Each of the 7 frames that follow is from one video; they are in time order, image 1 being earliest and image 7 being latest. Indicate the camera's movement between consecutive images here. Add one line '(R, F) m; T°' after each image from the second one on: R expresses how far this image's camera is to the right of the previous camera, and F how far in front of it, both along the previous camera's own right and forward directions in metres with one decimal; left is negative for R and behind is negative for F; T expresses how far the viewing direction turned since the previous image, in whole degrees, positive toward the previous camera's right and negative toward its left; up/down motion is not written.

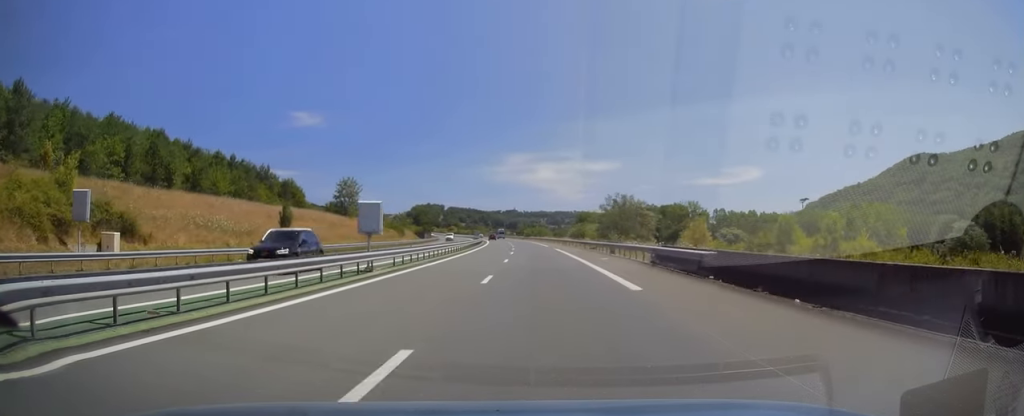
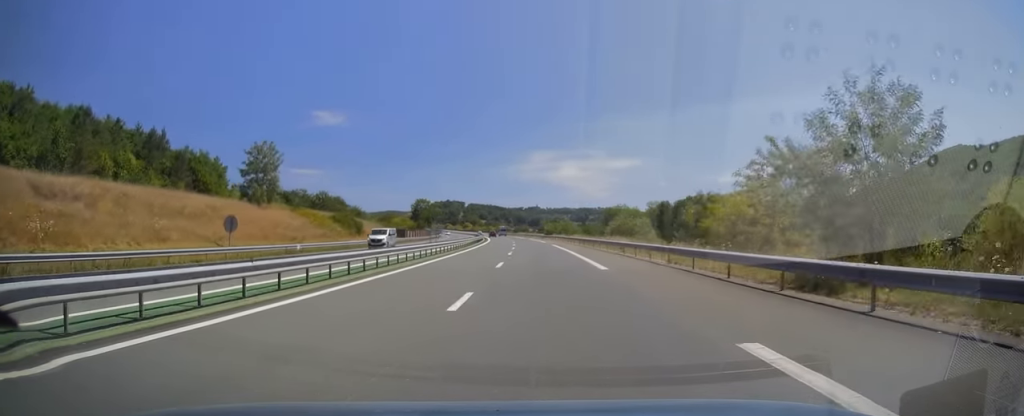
(-0.3, +45.4) m; -2°
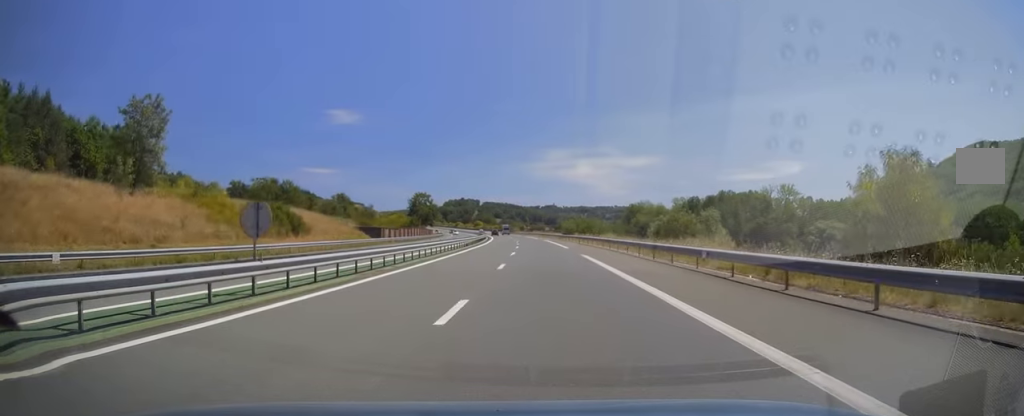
(-0.7, +27.8) m; -1°
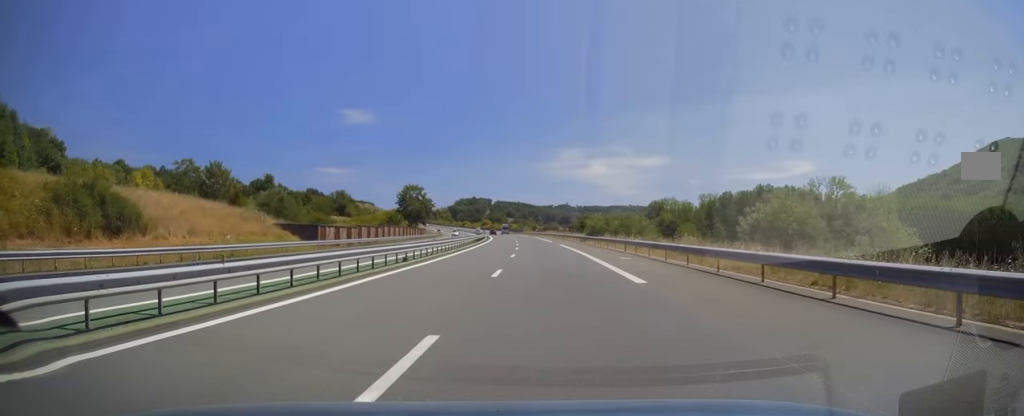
(-0.1, +30.5) m; -1°
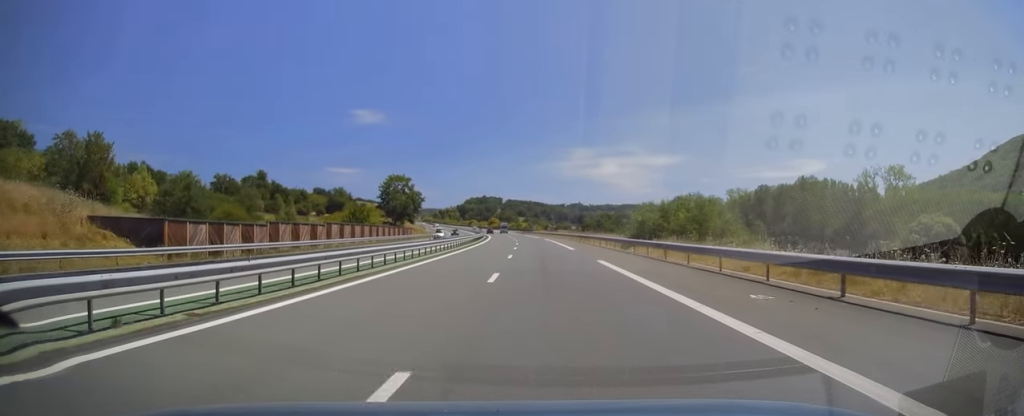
(-0.6, +28.4) m; -1°
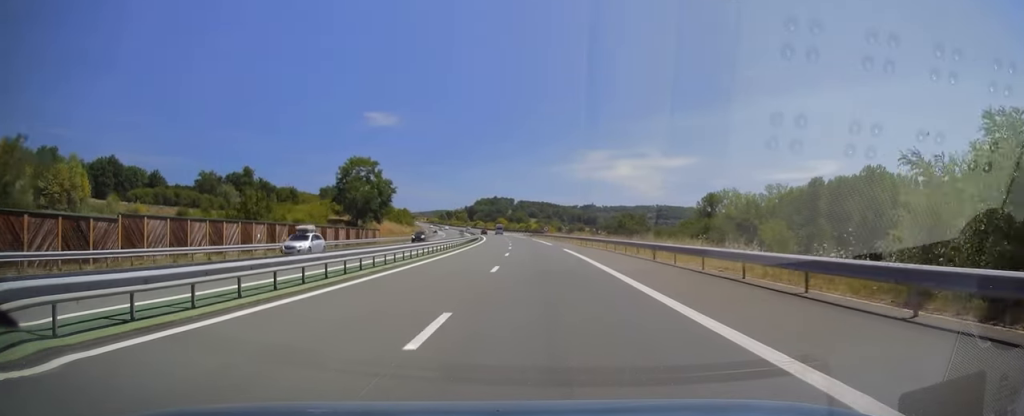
(-0.2, +34.9) m; -1°
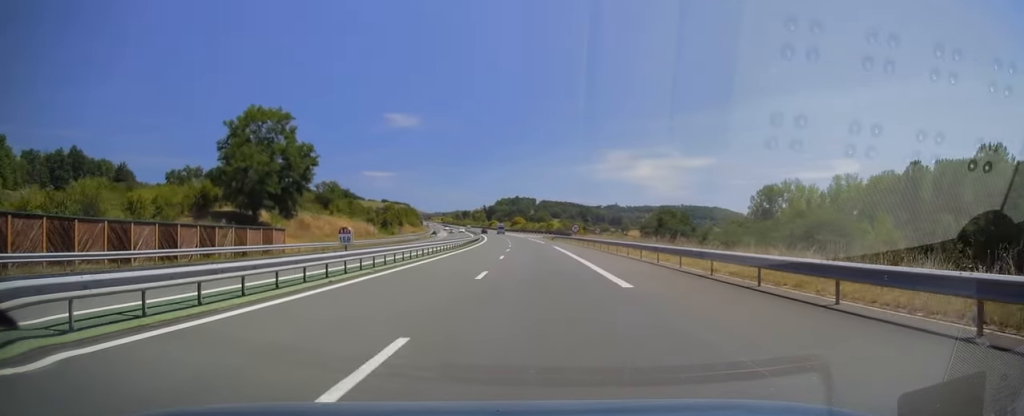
(-0.8, +41.6) m; -2°
